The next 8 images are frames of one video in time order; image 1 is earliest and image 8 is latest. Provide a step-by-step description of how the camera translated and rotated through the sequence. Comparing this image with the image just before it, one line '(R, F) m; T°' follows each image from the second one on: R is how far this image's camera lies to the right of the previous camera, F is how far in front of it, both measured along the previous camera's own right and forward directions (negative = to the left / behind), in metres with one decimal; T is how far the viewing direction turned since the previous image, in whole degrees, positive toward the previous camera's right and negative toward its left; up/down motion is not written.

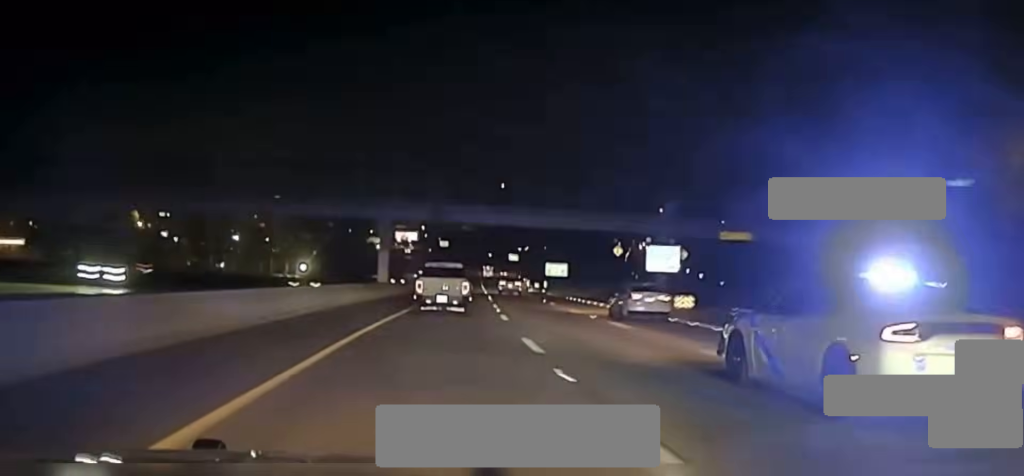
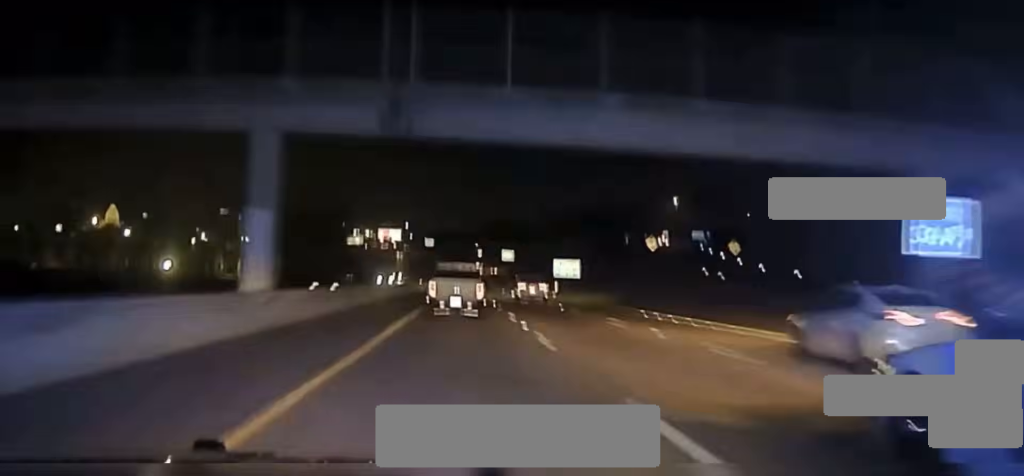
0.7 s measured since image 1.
(+0.1, +35.3) m; +1°
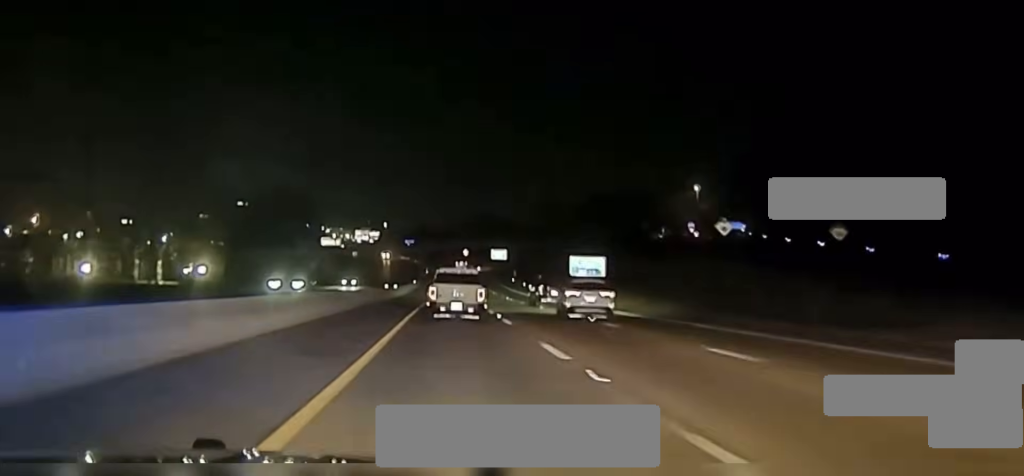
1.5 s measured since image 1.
(+0.6, +38.3) m; +1°
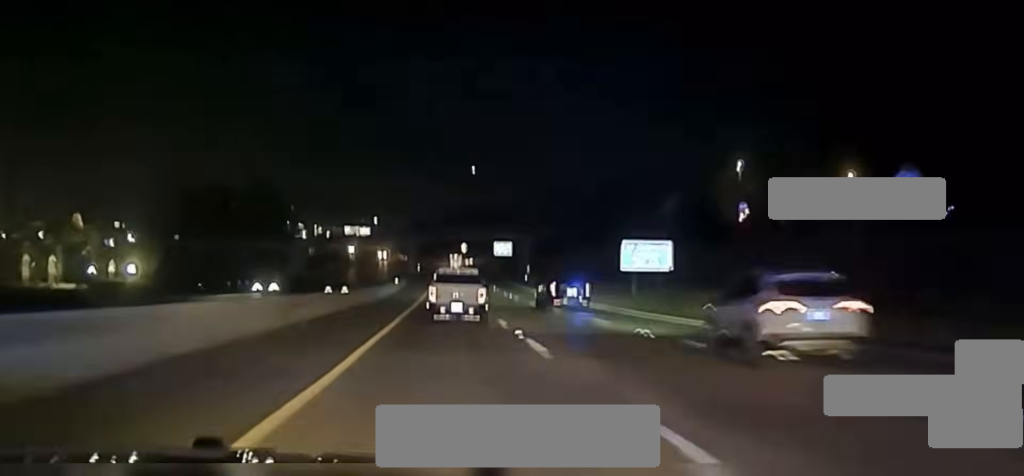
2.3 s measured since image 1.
(+0.3, +35.0) m; 0°
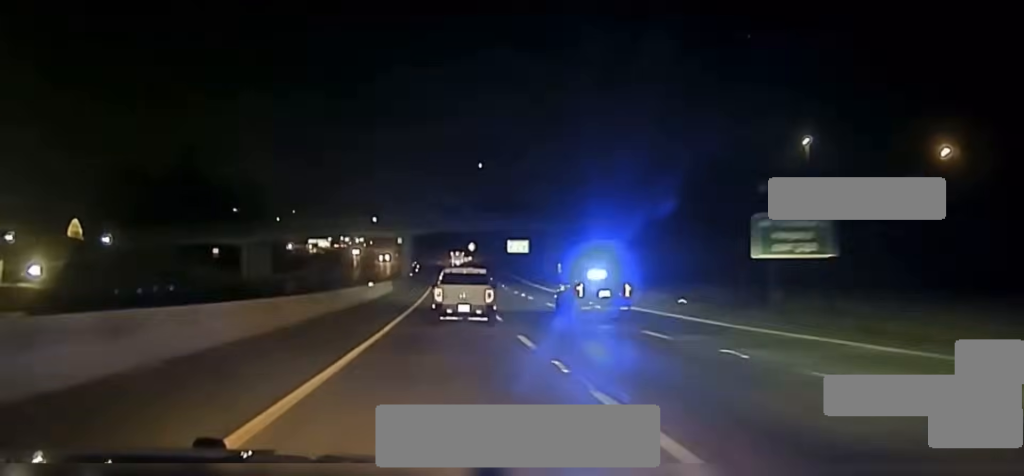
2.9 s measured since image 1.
(-0.1, +33.4) m; -1°
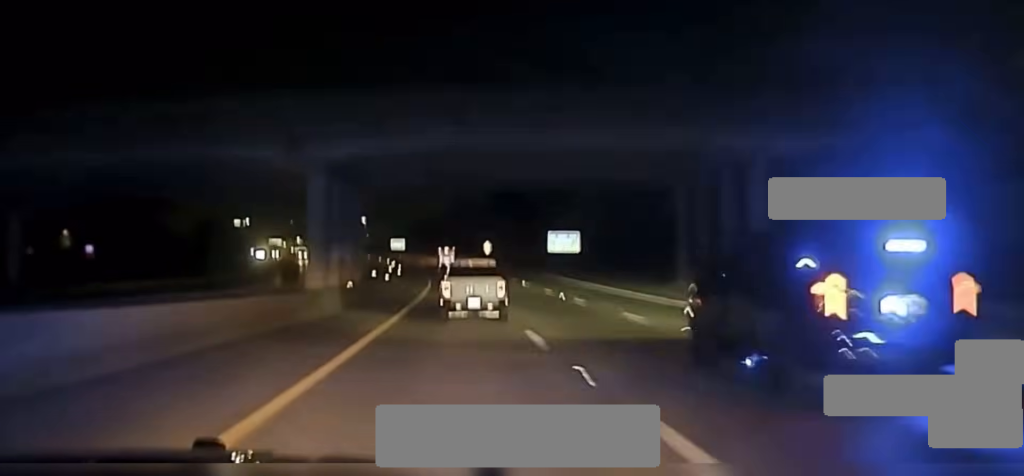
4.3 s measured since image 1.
(-1.0, +69.3) m; -1°
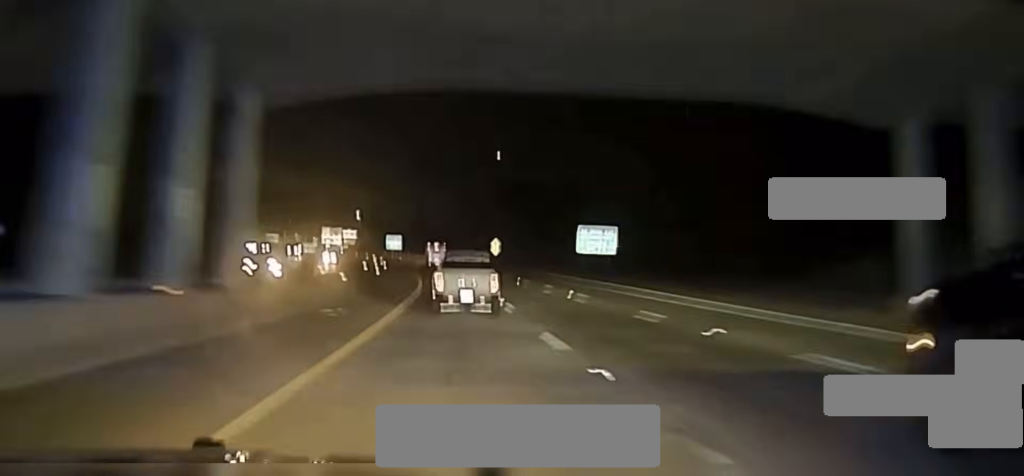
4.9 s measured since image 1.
(-0.1, +26.4) m; -1°
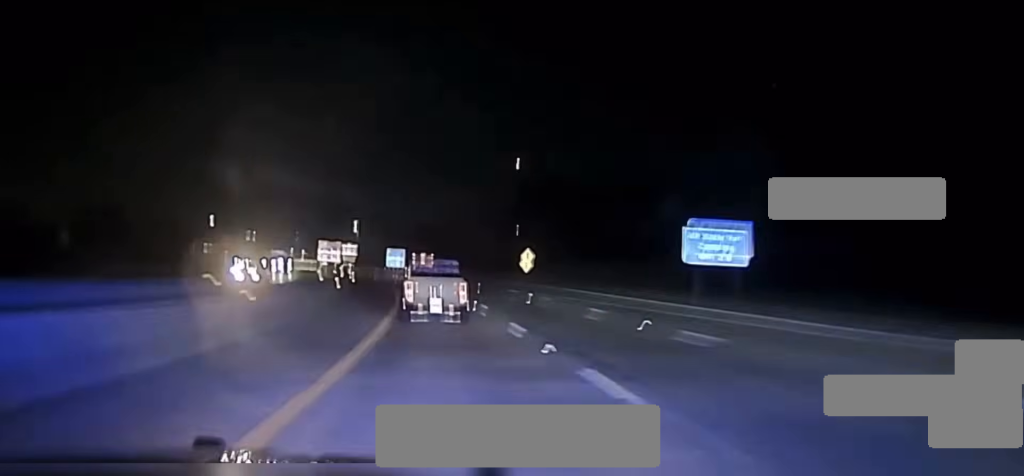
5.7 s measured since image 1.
(-0.1, +39.8) m; -2°
